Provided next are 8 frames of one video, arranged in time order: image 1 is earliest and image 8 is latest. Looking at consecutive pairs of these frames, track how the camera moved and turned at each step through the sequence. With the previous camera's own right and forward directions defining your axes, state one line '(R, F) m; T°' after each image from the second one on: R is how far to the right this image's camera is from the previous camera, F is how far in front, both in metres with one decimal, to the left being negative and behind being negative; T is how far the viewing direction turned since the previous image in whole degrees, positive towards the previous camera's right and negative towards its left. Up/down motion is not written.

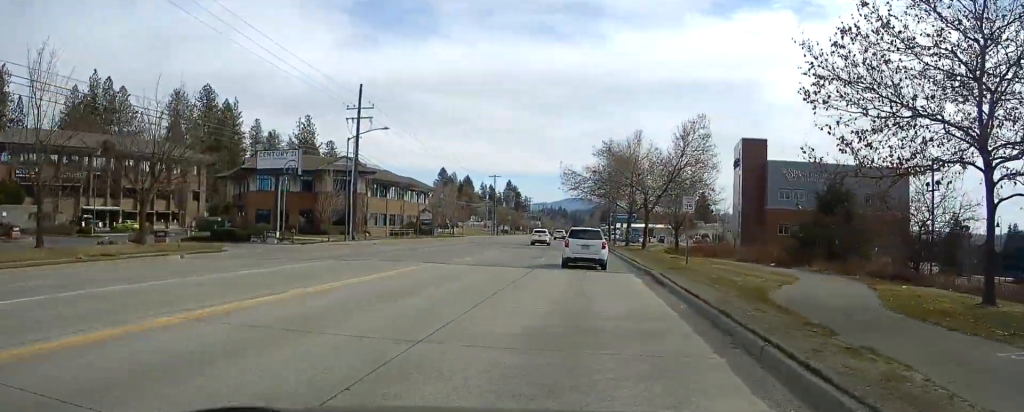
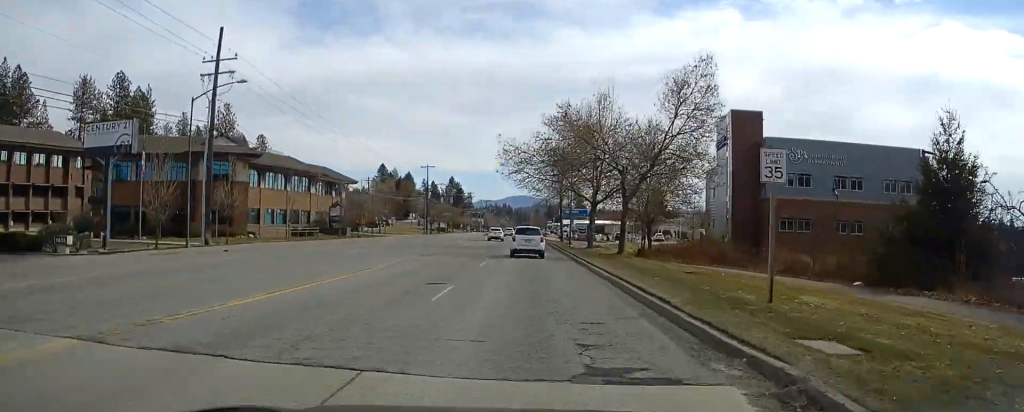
(+3.4, +19.4) m; +11°
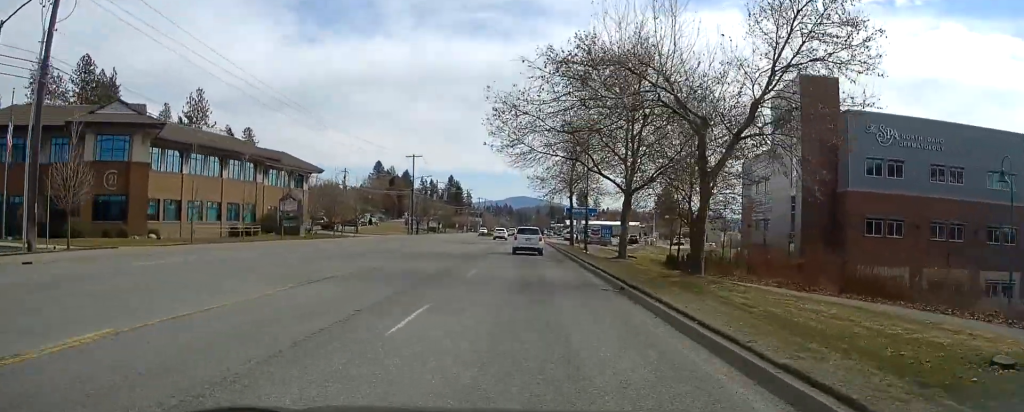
(0.0, +16.8) m; -1°
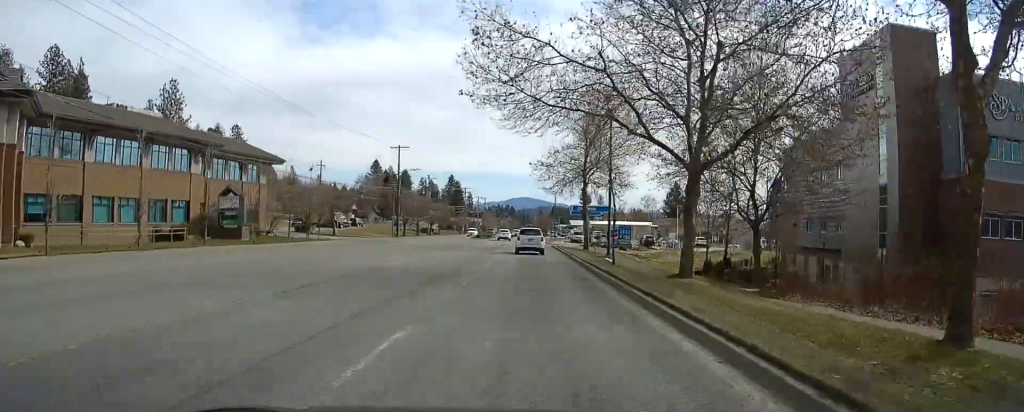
(-0.1, +13.4) m; 0°
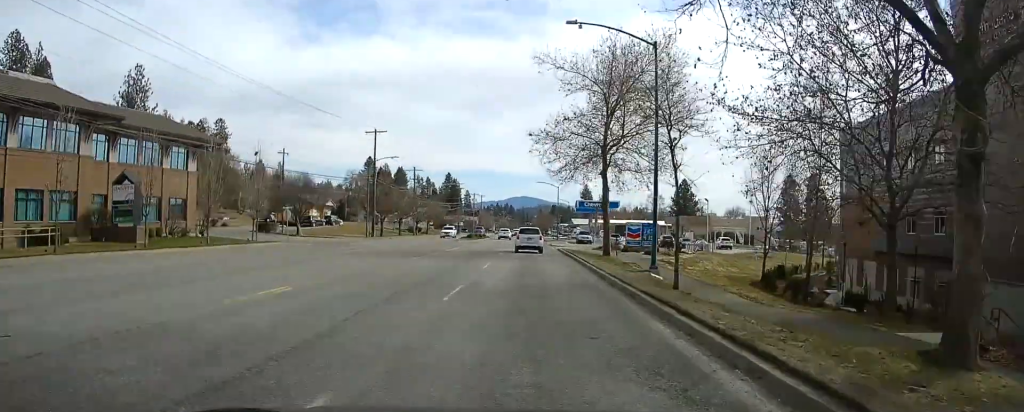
(-0.1, +14.3) m; 0°
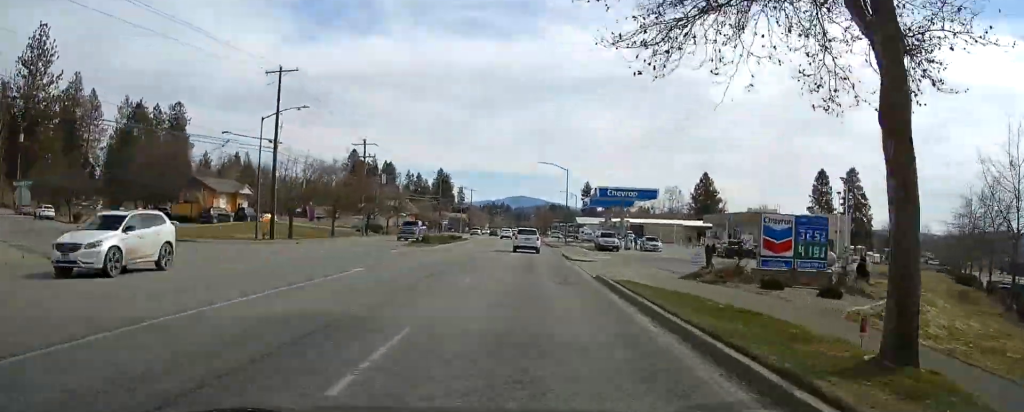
(+0.6, +35.2) m; +1°
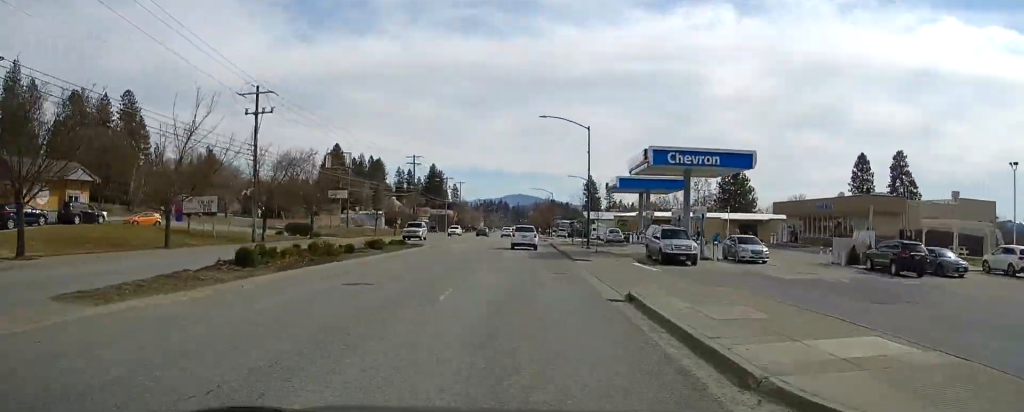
(0.0, +35.3) m; -1°
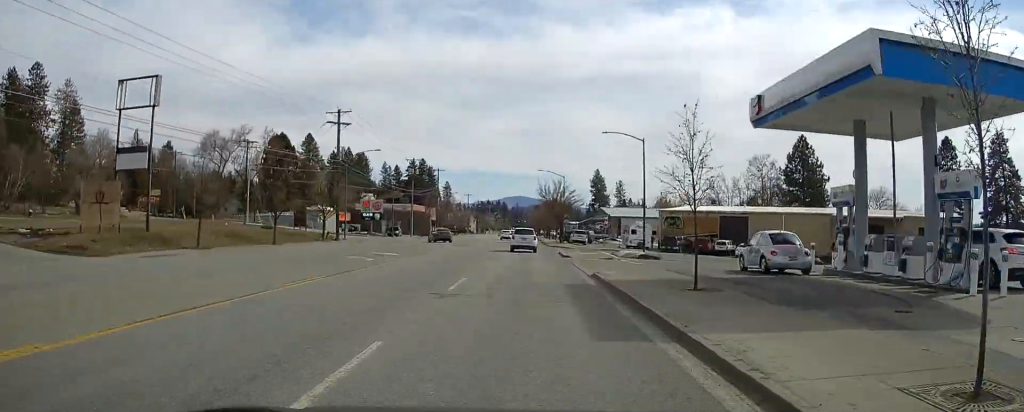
(-0.4, +48.9) m; +1°
